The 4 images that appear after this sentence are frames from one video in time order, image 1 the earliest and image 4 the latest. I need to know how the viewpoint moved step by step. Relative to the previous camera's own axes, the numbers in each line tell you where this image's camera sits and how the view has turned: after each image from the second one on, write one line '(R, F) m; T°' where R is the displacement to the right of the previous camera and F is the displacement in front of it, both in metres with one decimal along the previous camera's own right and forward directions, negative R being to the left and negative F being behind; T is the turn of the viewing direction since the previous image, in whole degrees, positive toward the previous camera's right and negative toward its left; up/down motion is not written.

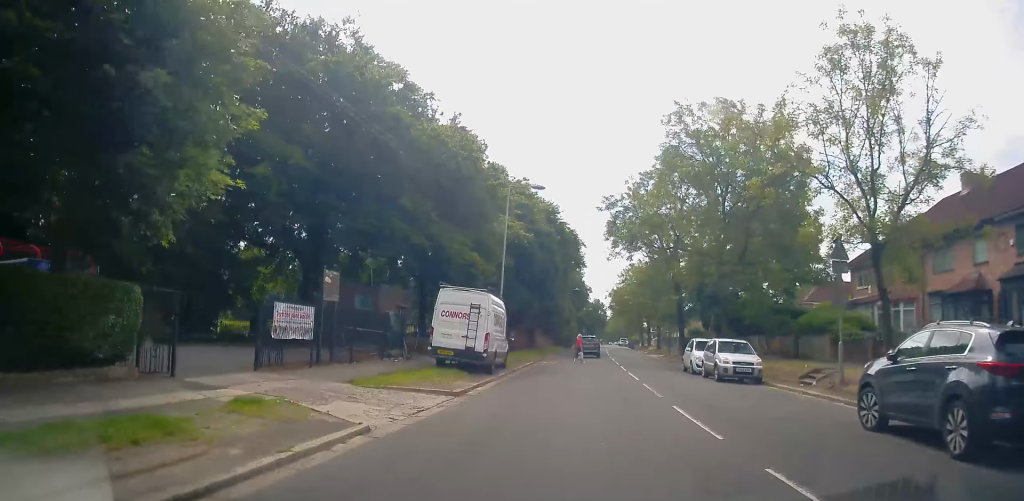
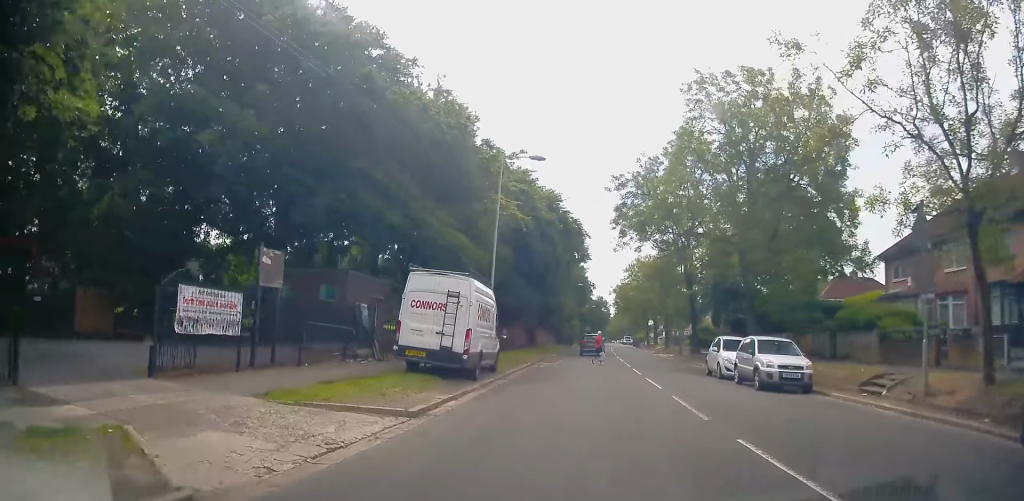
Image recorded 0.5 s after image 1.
(0.0, +4.4) m; -1°
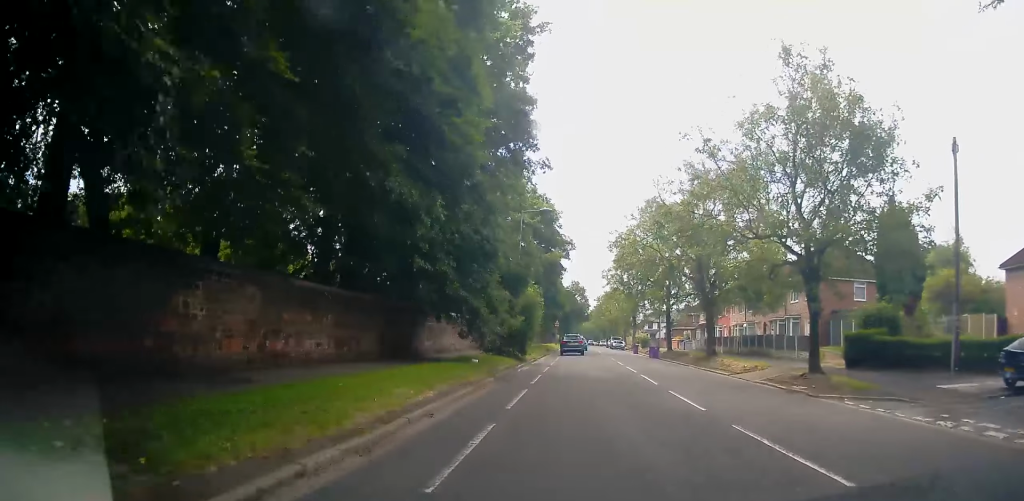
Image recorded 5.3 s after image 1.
(+0.8, +46.0) m; 0°
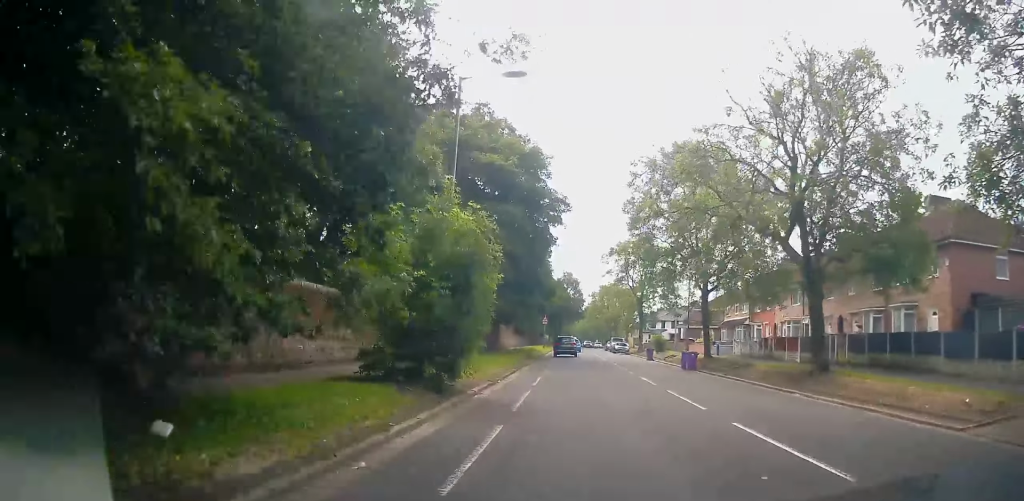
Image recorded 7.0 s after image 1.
(+0.1, +17.5) m; +3°
